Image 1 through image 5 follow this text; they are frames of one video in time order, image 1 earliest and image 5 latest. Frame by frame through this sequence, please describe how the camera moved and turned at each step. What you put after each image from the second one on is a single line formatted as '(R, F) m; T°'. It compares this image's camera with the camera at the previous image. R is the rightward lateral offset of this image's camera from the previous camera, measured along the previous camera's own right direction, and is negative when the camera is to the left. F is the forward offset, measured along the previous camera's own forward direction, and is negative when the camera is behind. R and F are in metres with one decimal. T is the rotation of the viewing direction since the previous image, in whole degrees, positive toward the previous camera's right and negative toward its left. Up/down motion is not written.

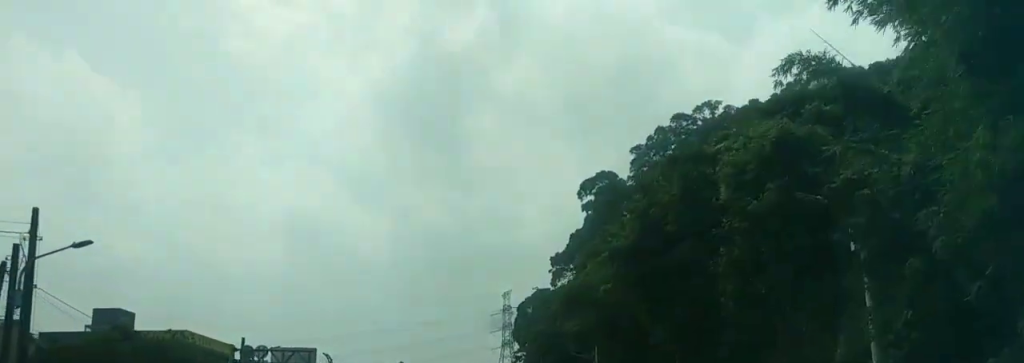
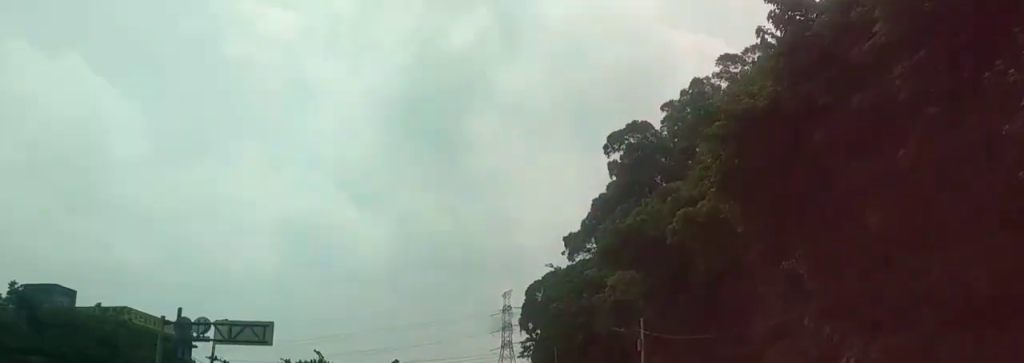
(0.0, +11.2) m; 0°
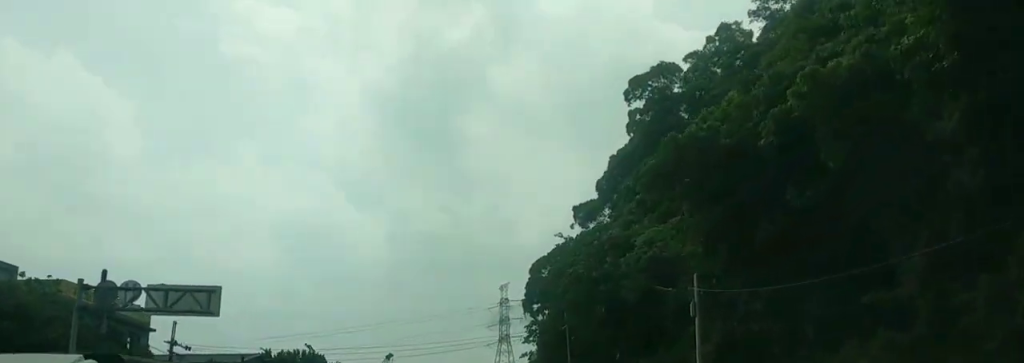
(-0.2, +7.7) m; +1°
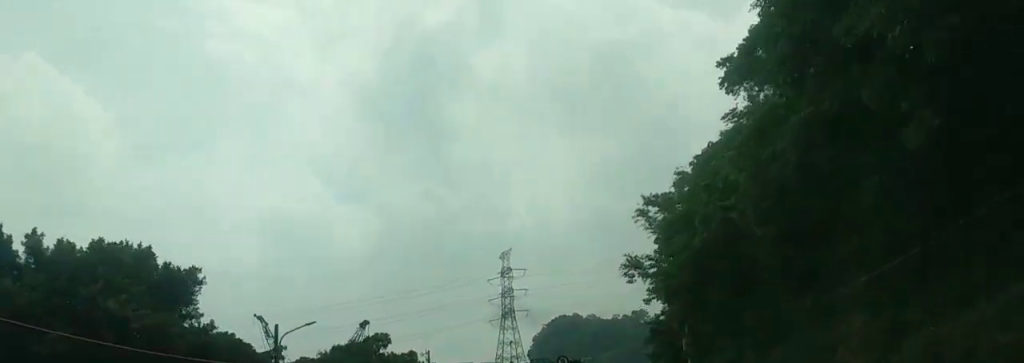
(+1.8, +49.6) m; +2°
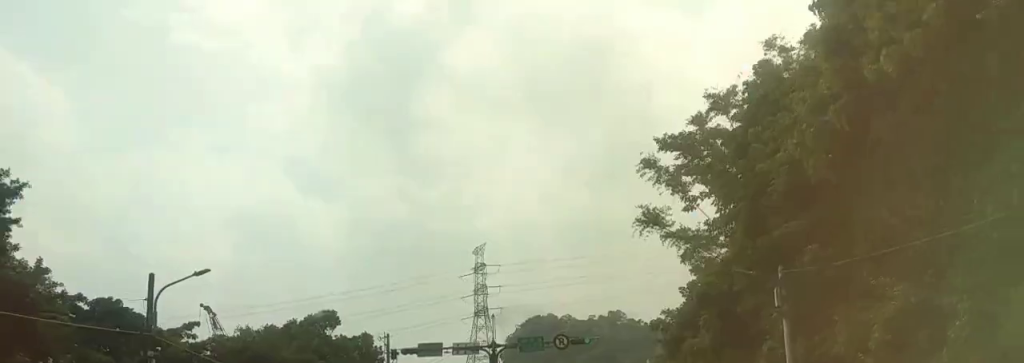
(0.0, +13.6) m; +1°
